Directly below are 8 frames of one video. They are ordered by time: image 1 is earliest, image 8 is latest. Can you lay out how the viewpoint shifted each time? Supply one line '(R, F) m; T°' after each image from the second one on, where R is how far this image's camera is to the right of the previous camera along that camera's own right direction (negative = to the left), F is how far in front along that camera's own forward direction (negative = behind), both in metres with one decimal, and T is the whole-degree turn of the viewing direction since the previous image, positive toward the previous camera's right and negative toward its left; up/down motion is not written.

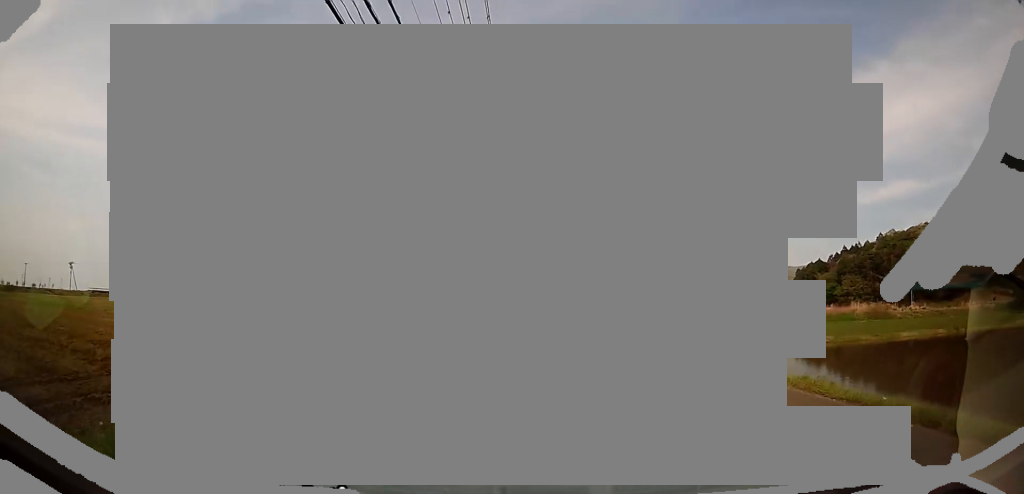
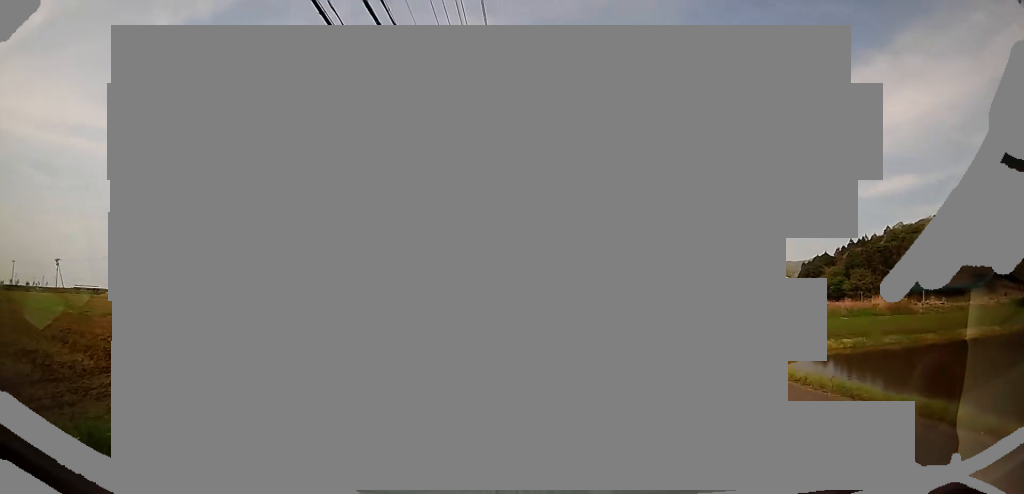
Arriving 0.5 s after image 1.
(-0.5, +6.2) m; 0°
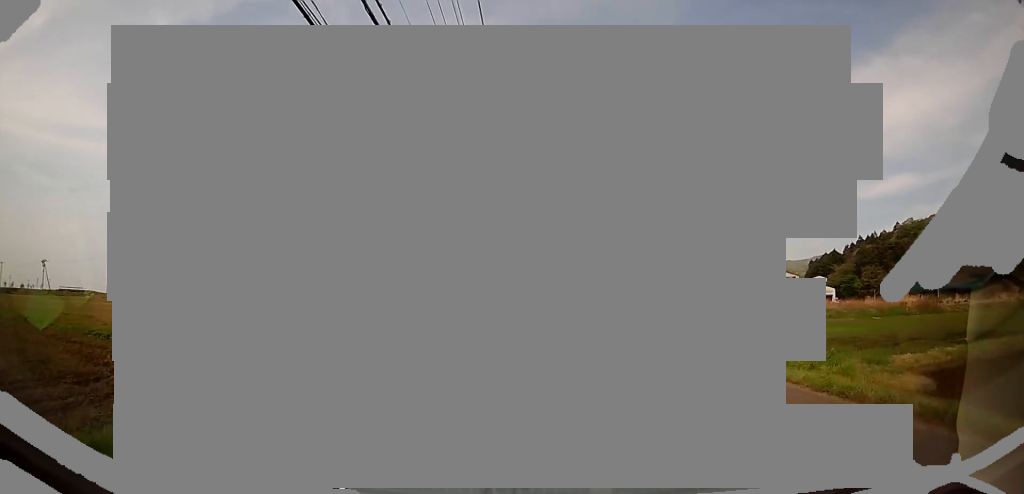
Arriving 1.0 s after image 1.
(-0.4, +6.6) m; 0°
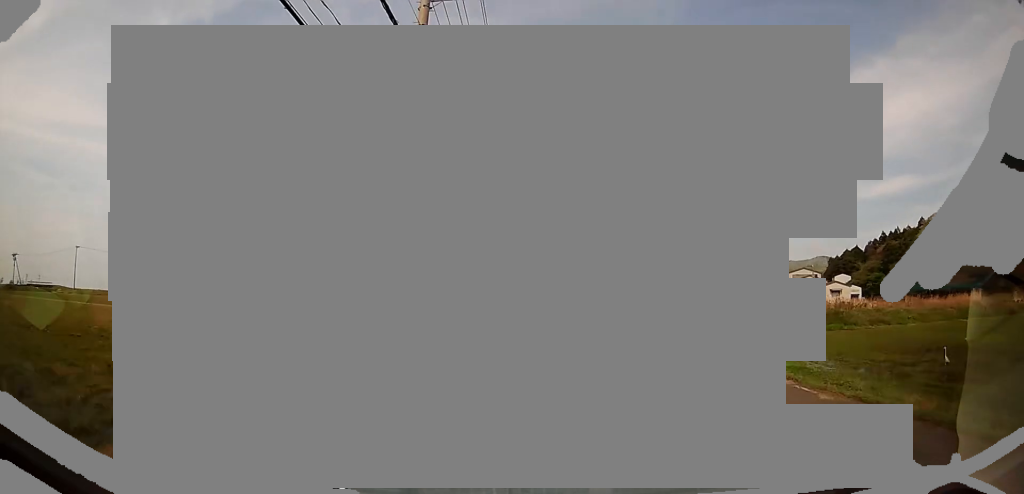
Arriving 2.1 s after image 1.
(+1.0, +14.4) m; +2°
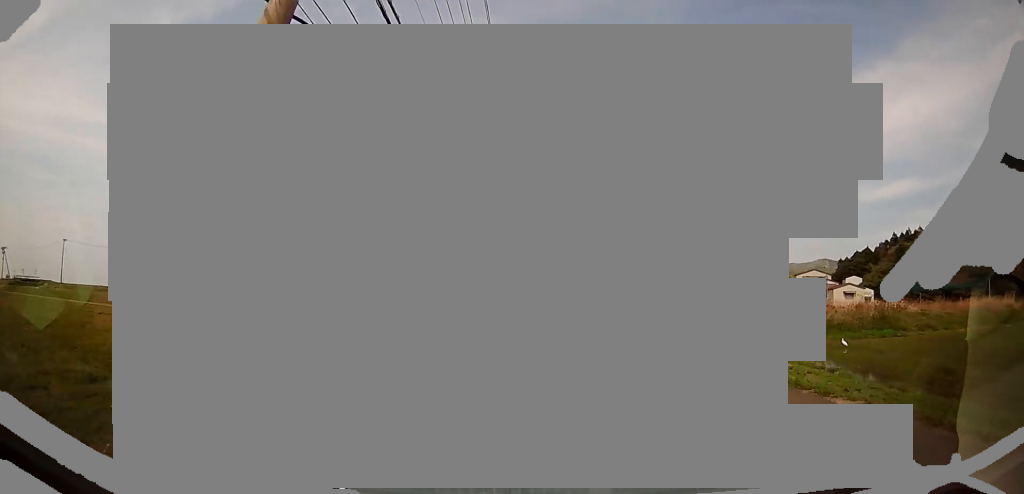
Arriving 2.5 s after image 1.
(-0.1, +5.6) m; -2°
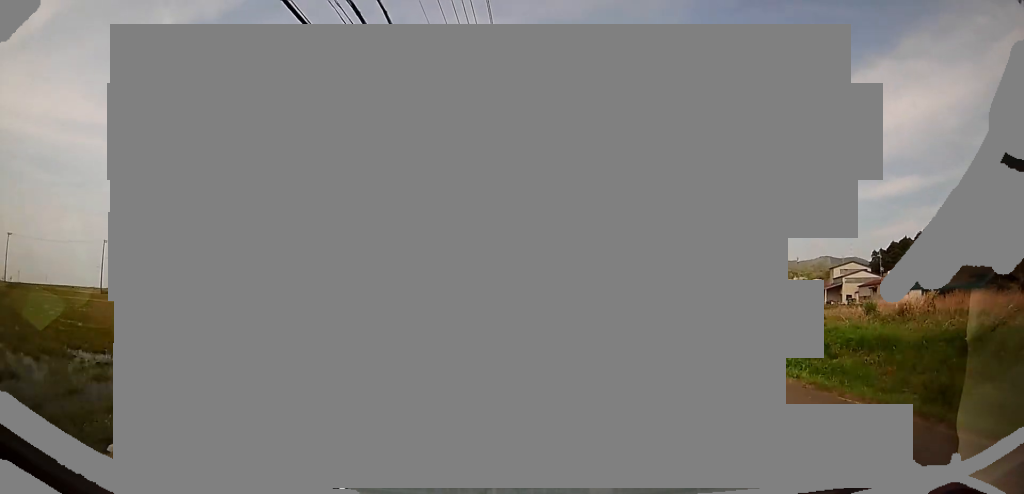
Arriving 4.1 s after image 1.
(-0.8, +21.0) m; 0°
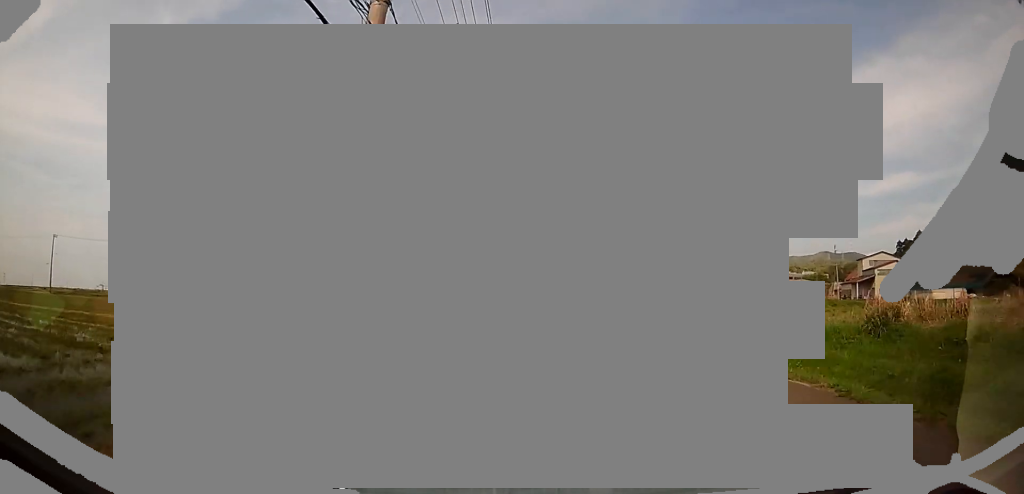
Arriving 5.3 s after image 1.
(+0.7, +15.1) m; 0°
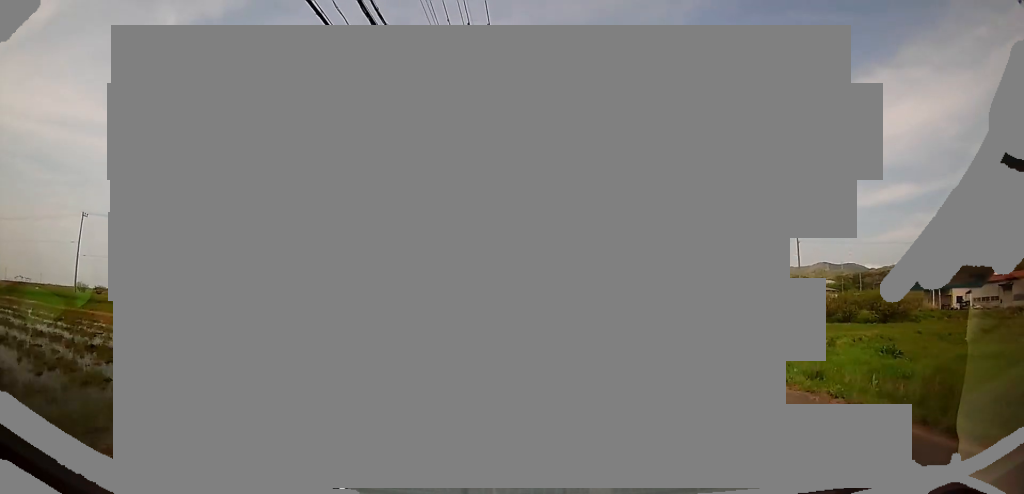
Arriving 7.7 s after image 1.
(-1.1, +28.0) m; 0°
